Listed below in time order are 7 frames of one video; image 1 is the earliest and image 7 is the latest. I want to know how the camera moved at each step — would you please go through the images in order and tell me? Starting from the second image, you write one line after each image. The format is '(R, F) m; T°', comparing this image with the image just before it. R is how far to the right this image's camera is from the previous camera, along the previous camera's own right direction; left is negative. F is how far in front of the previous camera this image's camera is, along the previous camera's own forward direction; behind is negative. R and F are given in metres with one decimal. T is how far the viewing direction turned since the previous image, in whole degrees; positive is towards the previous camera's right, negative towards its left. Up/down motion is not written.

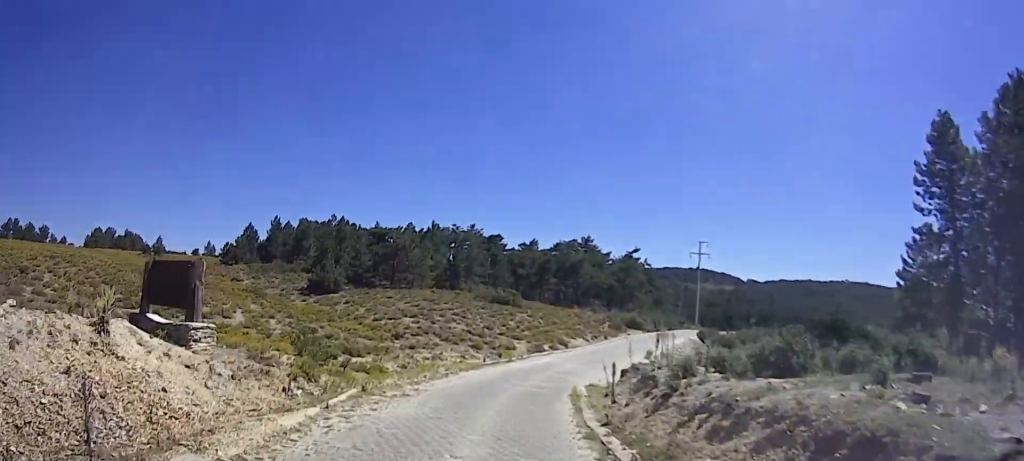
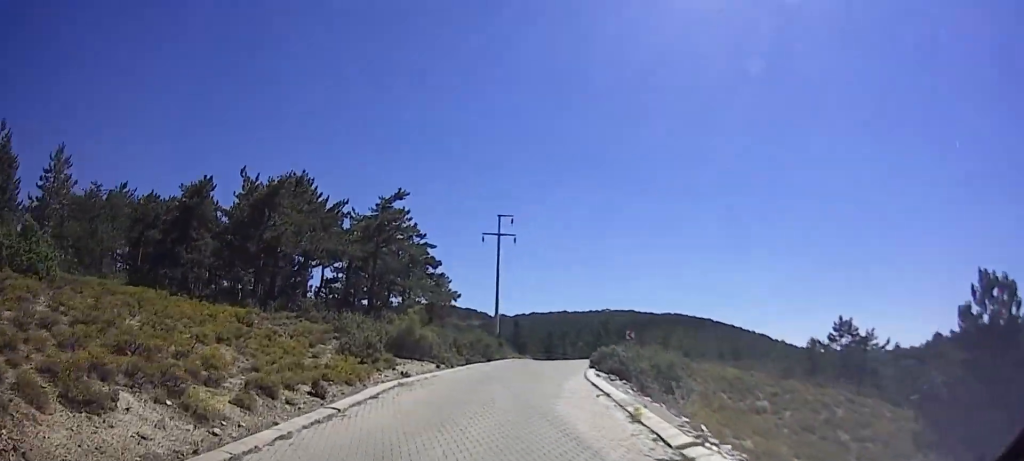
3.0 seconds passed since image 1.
(+0.6, +39.0) m; +14°
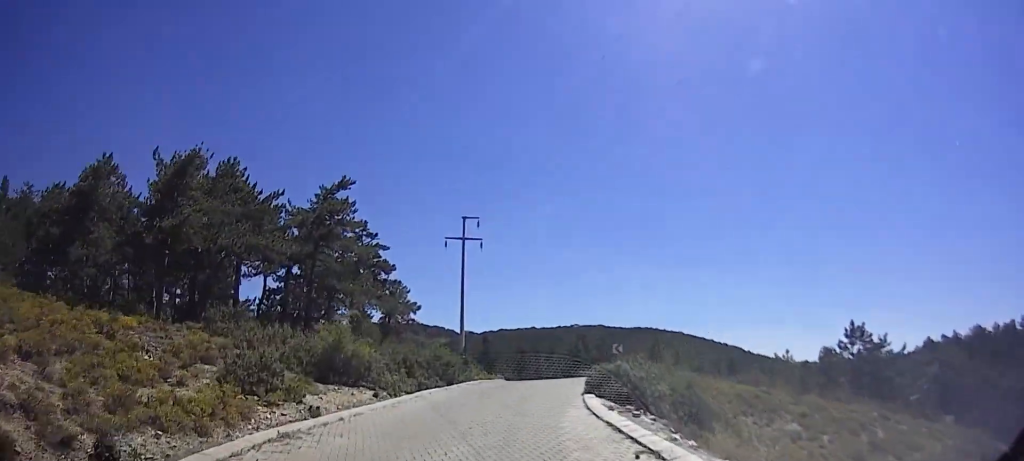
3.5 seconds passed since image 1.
(+0.4, +6.2) m; +4°
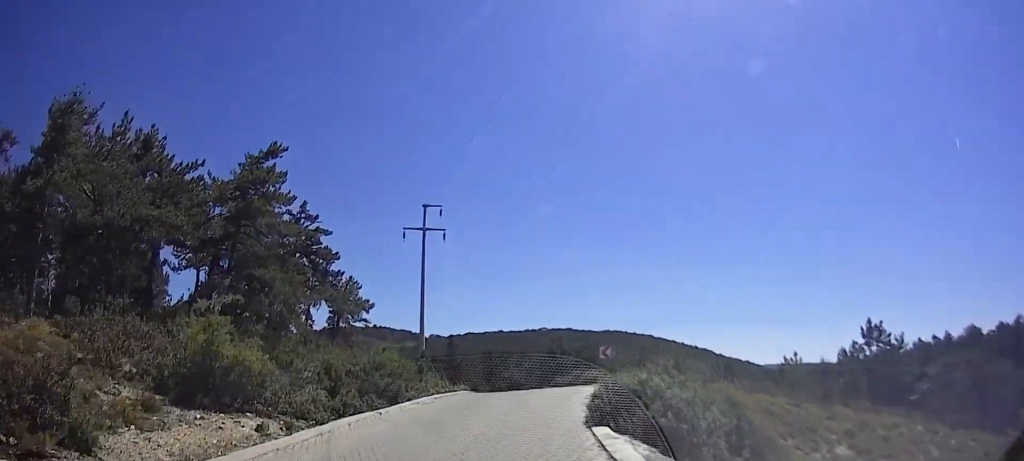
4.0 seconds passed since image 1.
(+0.1, +6.3) m; 0°
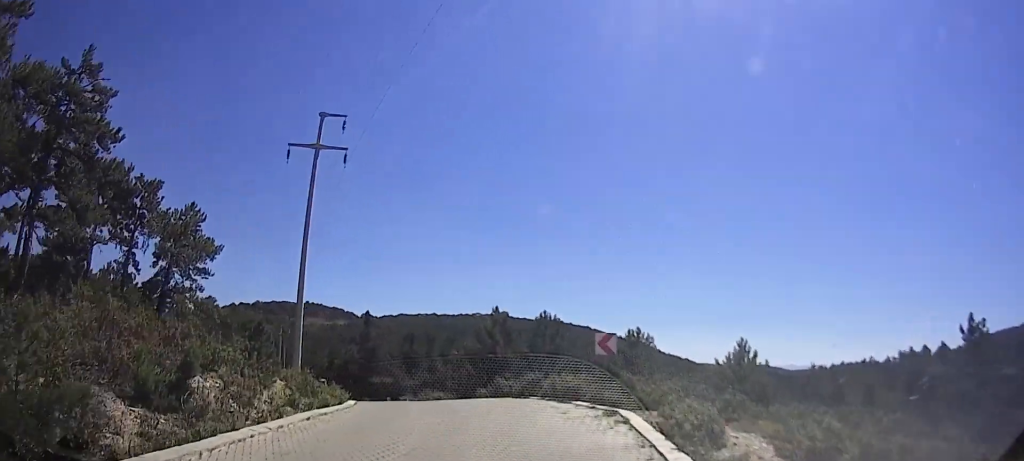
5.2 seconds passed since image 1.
(+0.1, +16.3) m; 0°
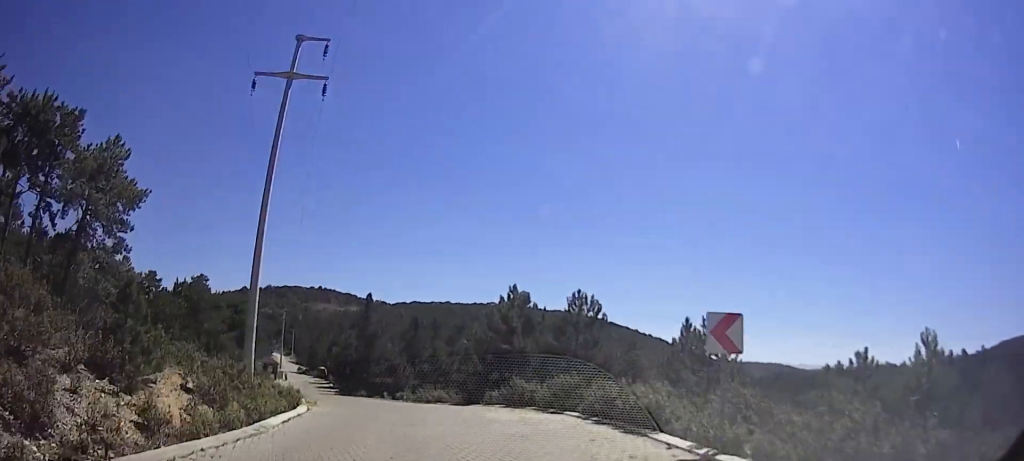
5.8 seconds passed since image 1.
(0.0, +7.8) m; 0°
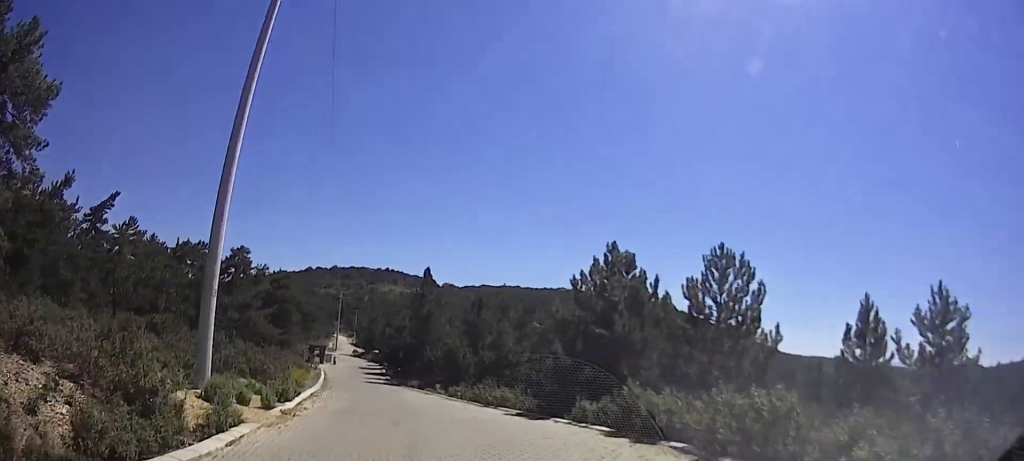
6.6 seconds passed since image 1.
(0.0, +8.8) m; +1°
